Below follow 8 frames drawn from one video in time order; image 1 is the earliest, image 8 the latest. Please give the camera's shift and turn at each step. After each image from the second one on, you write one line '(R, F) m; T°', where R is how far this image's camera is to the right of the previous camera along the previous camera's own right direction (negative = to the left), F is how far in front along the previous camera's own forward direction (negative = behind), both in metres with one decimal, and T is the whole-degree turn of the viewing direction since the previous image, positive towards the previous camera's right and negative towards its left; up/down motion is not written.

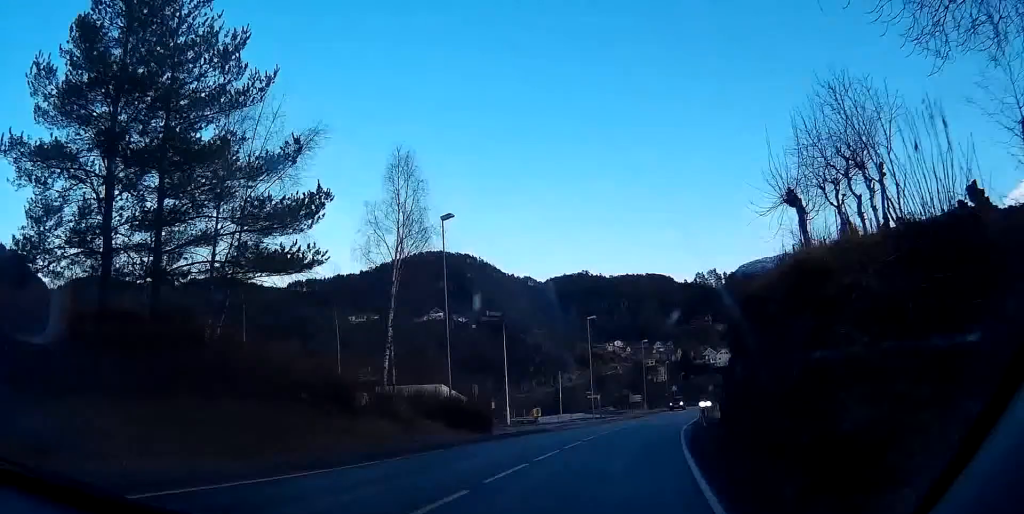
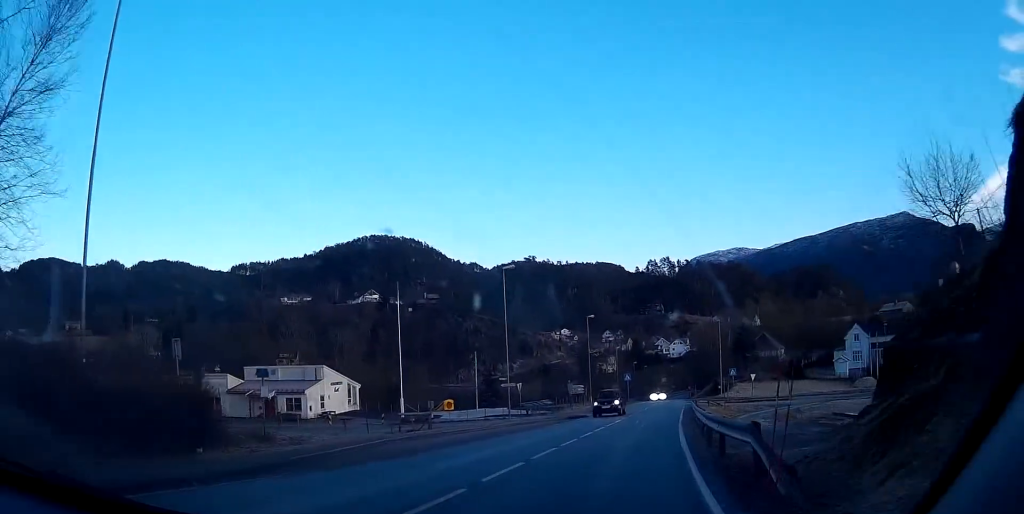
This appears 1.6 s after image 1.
(0.0, +23.6) m; +1°
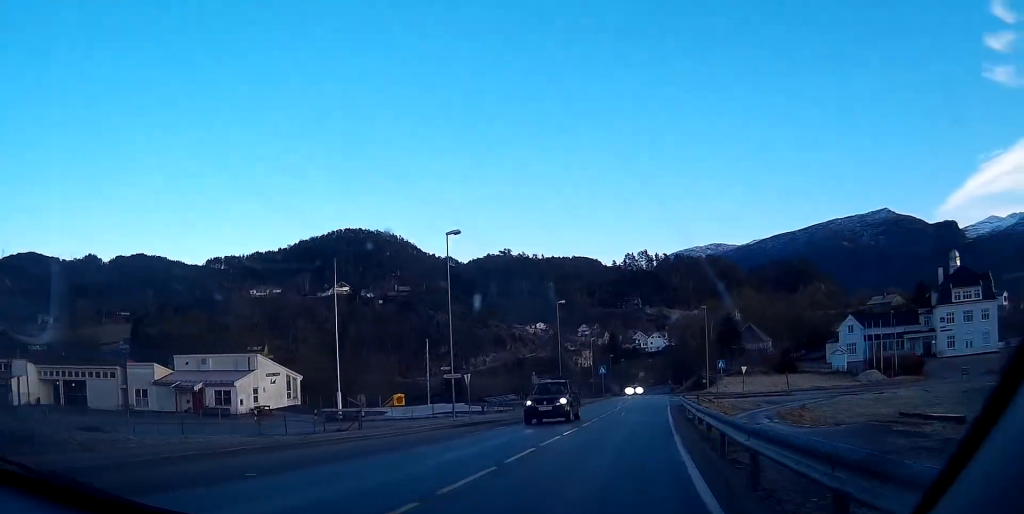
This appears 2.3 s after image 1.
(+0.1, +9.4) m; +2°
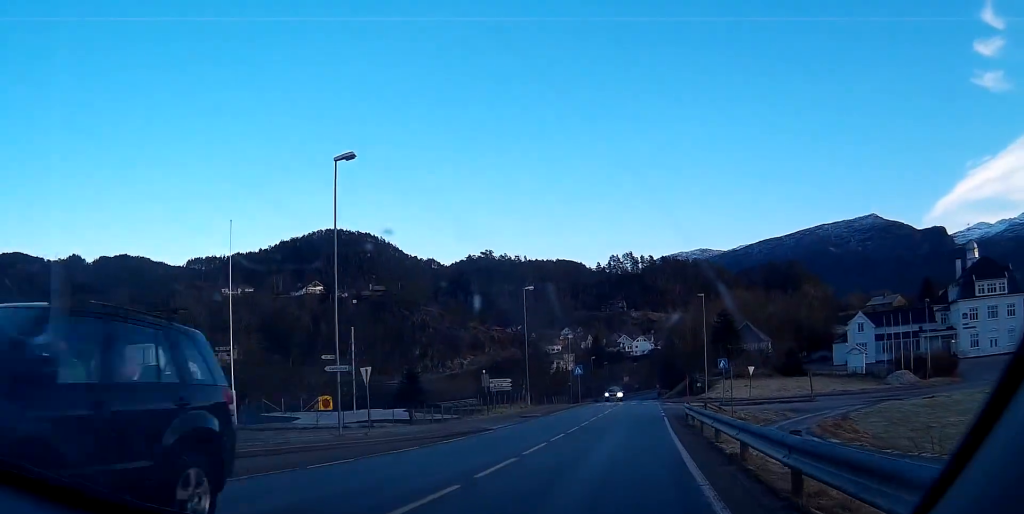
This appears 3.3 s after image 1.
(+0.5, +14.0) m; +5°
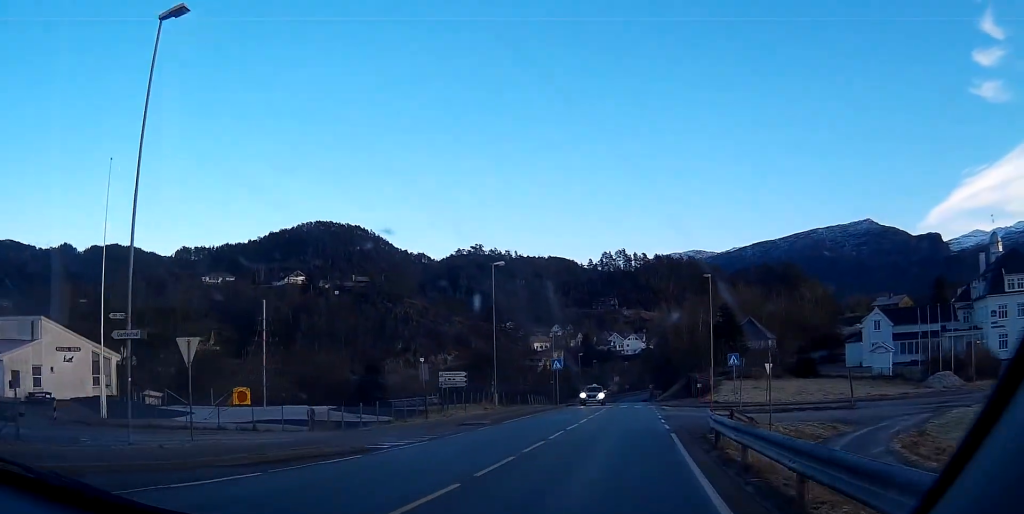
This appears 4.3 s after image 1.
(+0.5, +12.0) m; +3°
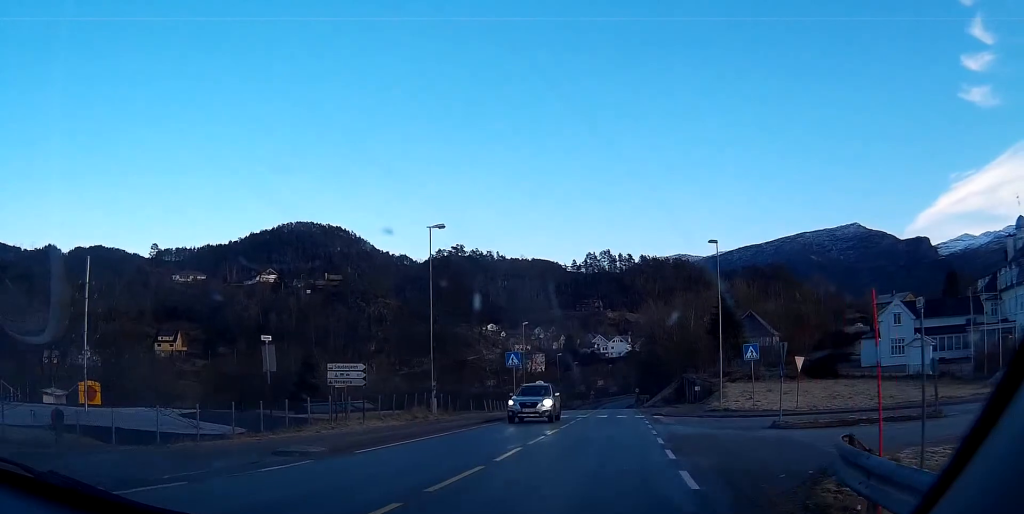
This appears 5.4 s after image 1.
(+0.2, +14.1) m; +1°
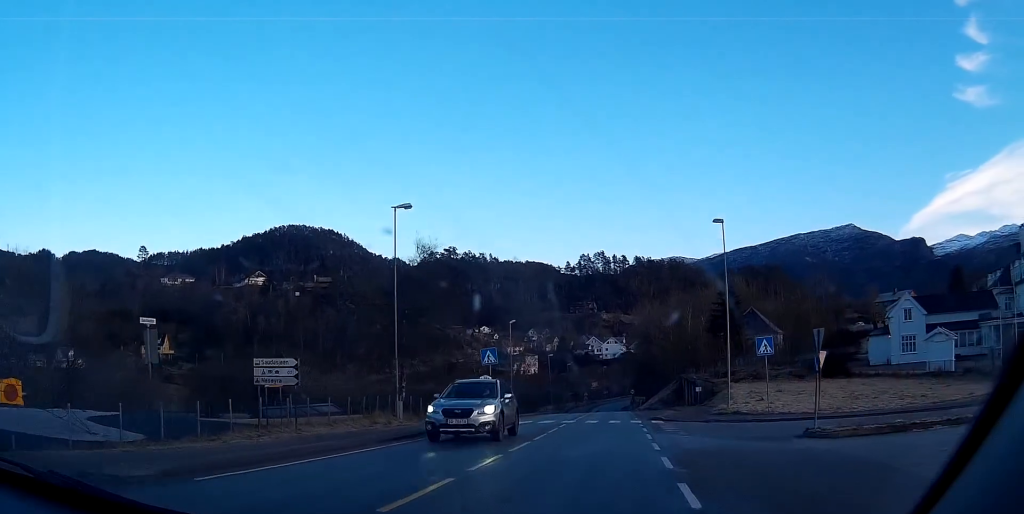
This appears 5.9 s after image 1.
(0.0, +5.7) m; 0°
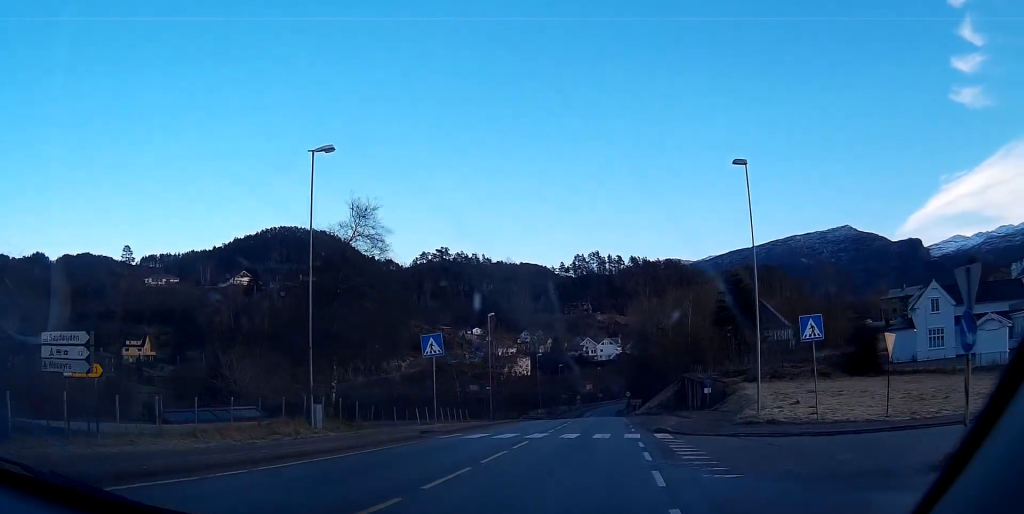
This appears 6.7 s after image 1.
(0.0, +9.9) m; 0°
